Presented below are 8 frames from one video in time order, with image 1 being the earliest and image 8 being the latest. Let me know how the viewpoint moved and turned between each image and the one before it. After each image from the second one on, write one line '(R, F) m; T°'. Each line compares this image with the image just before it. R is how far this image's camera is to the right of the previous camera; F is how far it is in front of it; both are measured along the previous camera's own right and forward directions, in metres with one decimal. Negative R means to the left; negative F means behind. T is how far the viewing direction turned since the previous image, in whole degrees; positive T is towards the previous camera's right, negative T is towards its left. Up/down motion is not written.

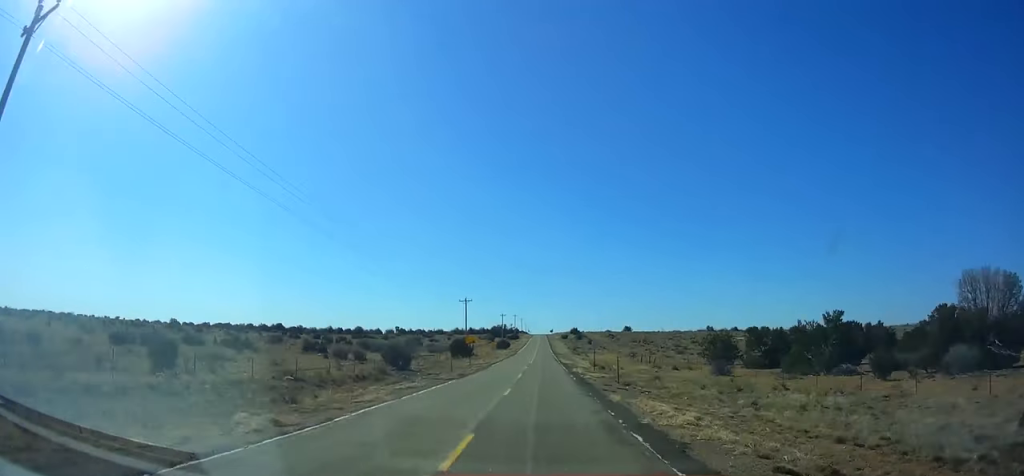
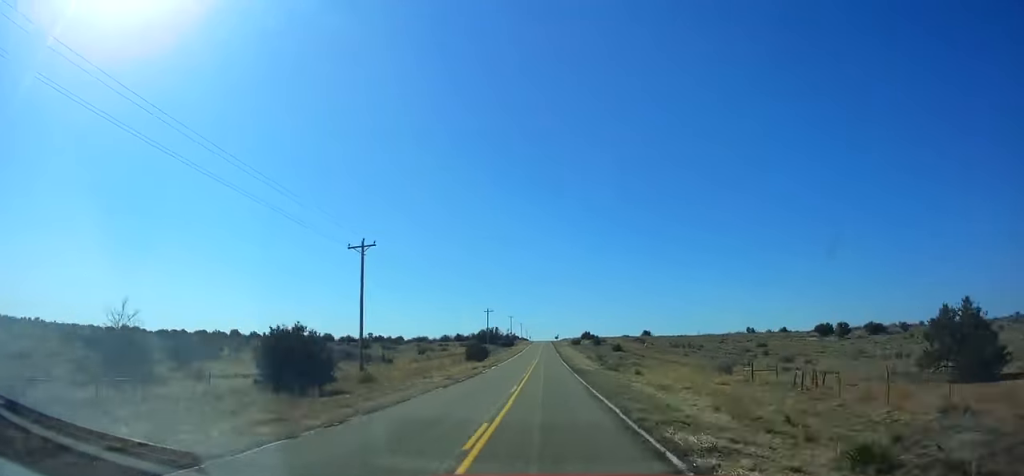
(-0.2, +59.5) m; 0°
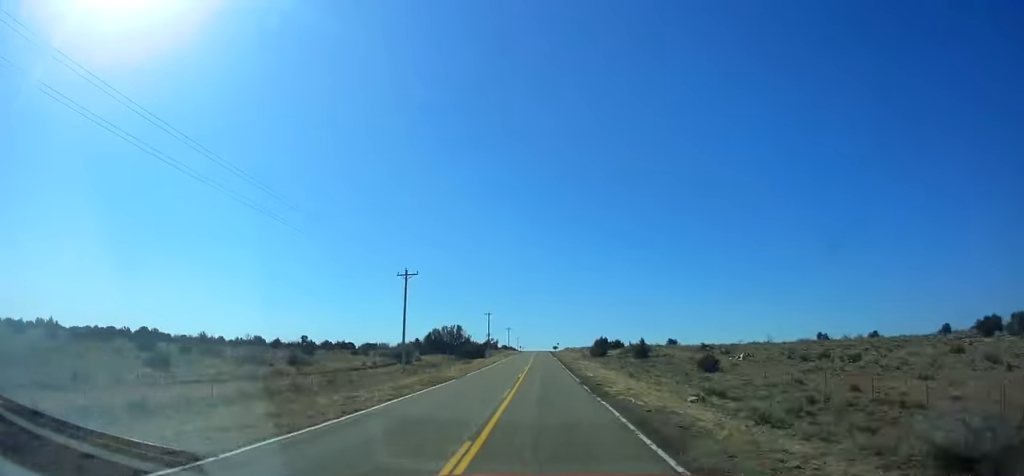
(0.0, +75.7) m; 0°
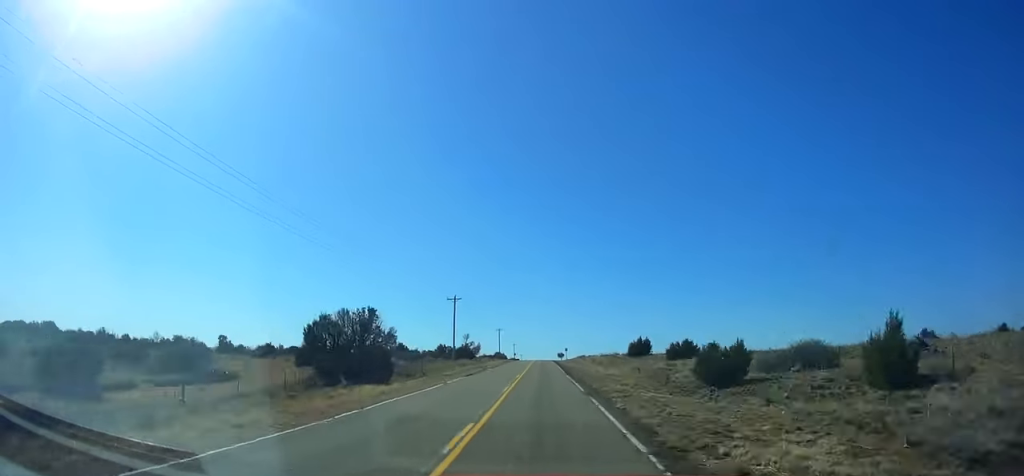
(0.0, +59.0) m; 0°
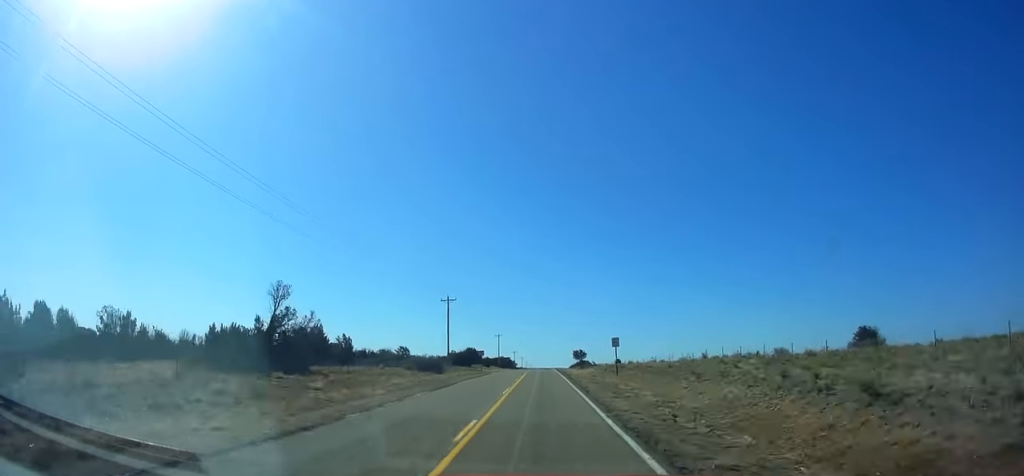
(0.0, +98.2) m; 0°
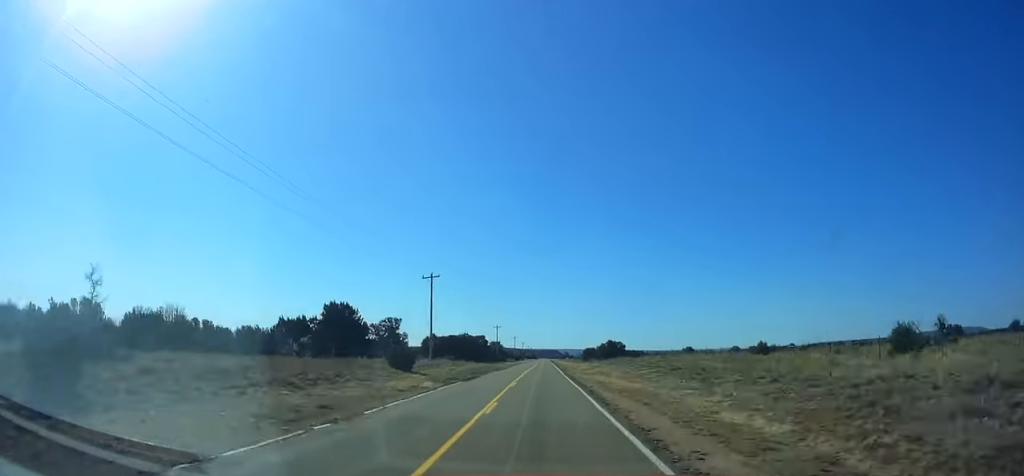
(0.0, +108.3) m; 0°
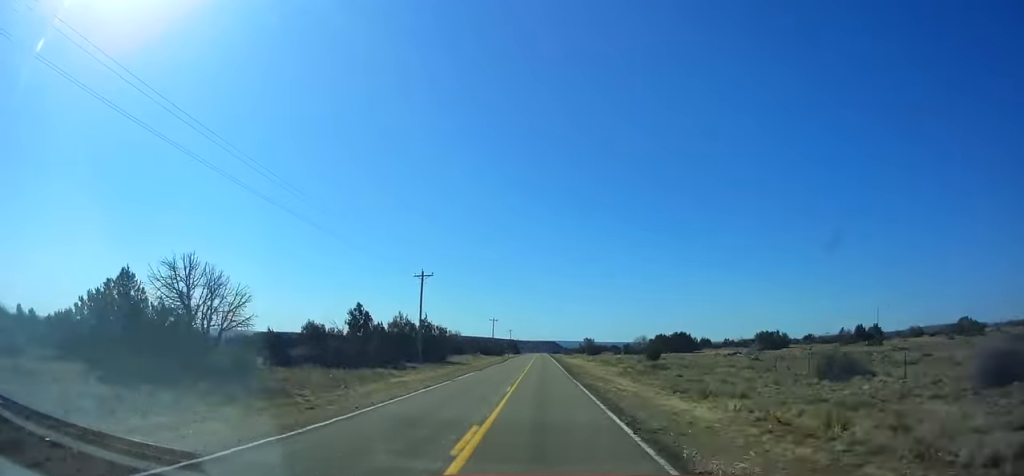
(0.0, +278.7) m; 0°
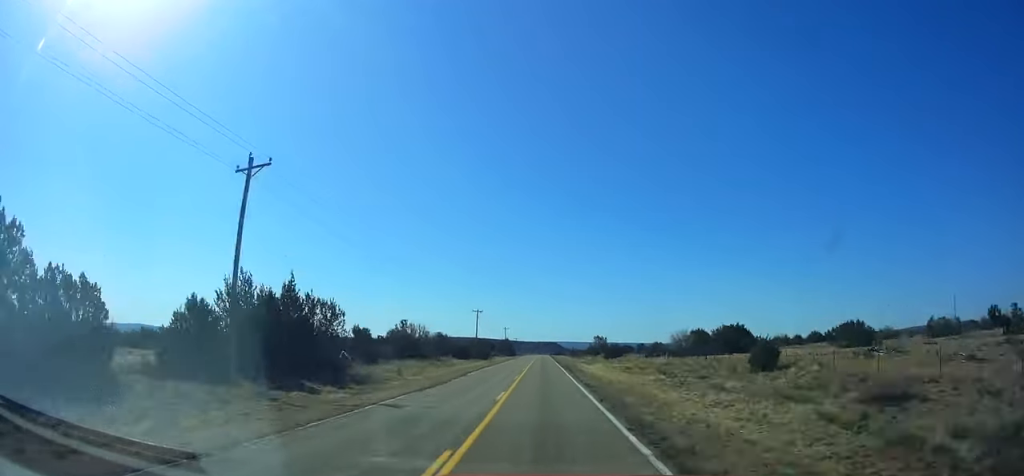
(0.0, +40.0) m; 0°
